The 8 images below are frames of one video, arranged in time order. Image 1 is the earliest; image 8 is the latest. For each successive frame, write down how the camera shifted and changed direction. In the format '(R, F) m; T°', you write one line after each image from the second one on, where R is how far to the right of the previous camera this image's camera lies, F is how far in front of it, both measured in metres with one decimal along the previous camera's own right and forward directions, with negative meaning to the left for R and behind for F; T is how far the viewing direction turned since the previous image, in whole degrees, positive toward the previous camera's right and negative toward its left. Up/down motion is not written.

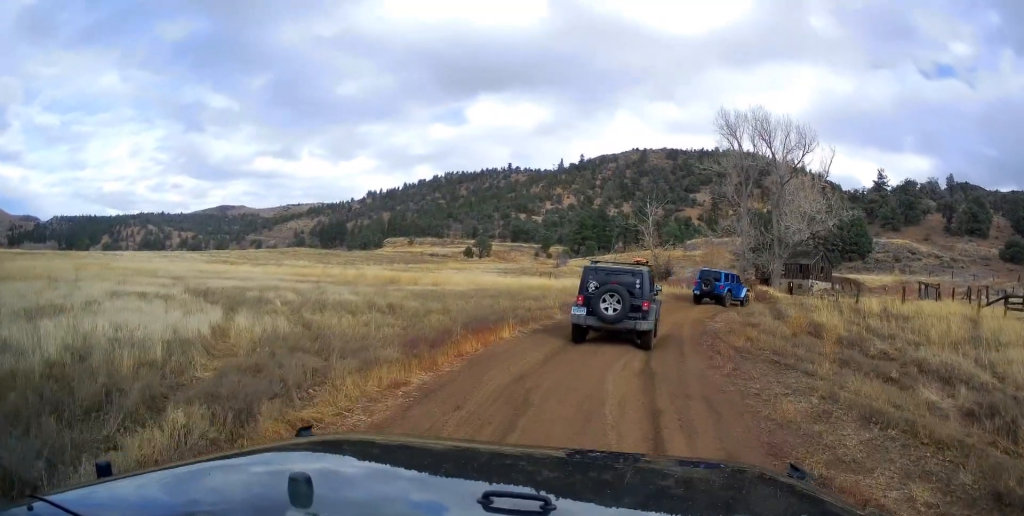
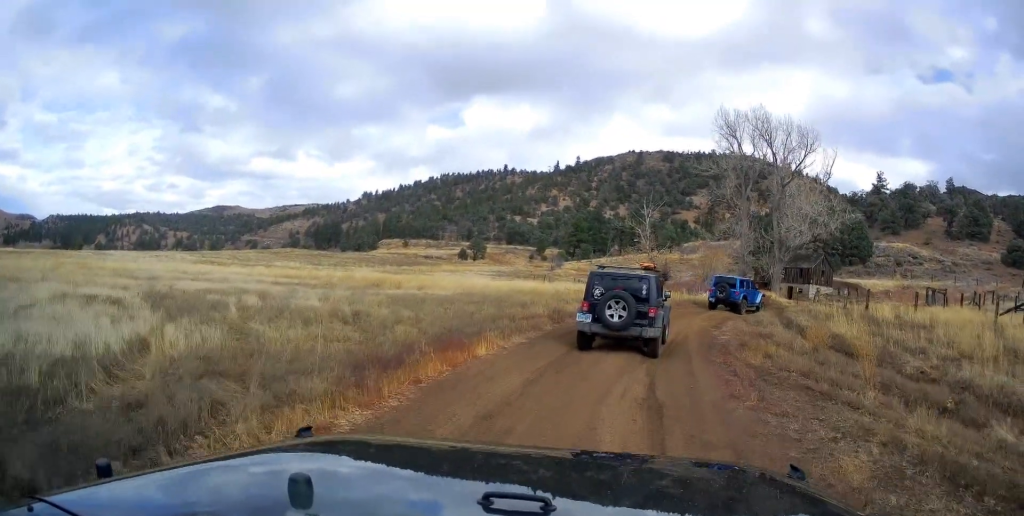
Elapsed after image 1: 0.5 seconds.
(+0.2, +2.3) m; 0°
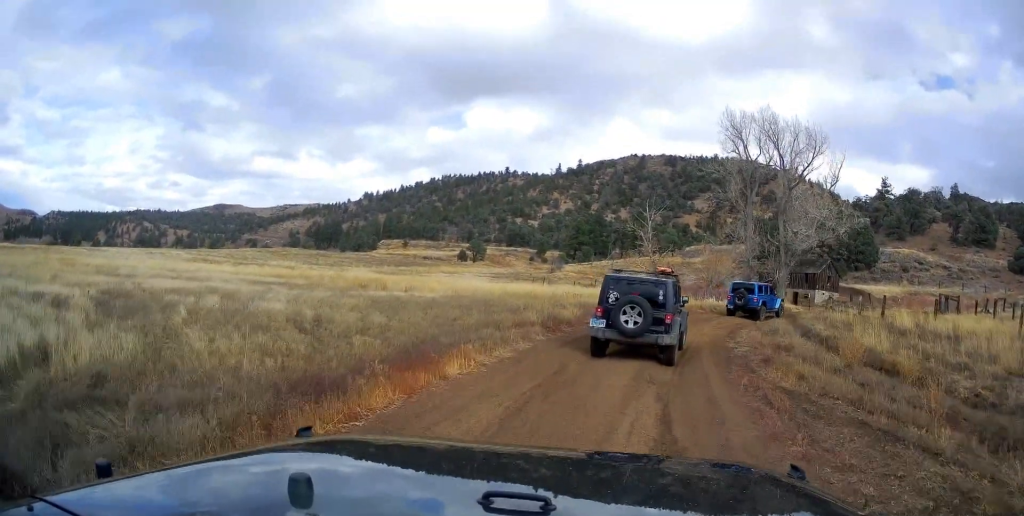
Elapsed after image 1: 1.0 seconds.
(+0.2, +2.1) m; 0°
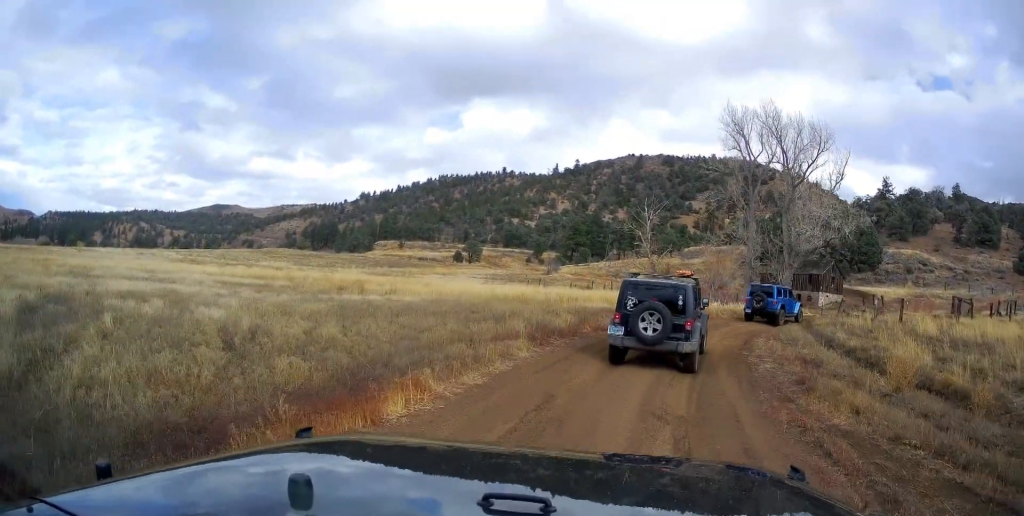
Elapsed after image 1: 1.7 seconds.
(-0.3, +2.6) m; -4°
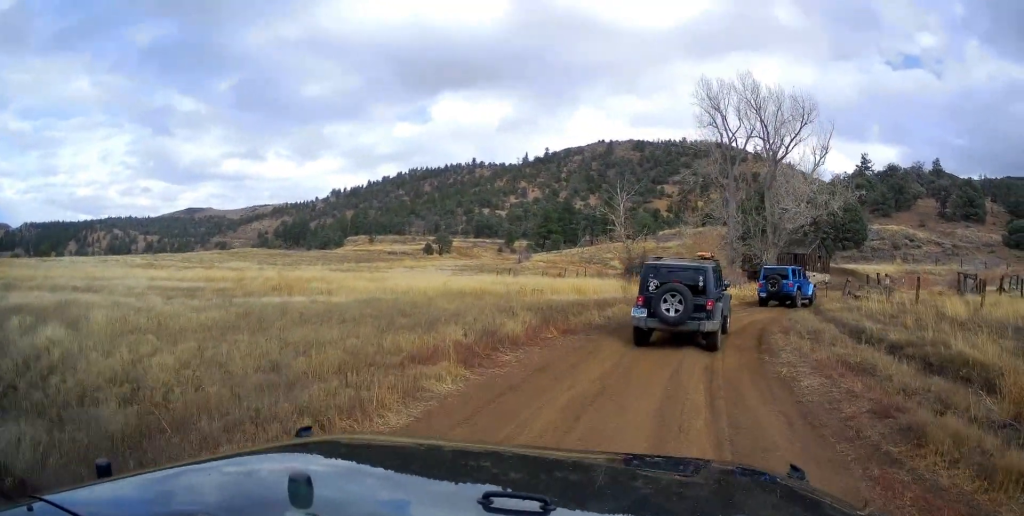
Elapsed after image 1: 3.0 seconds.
(-0.1, +4.9) m; +9°
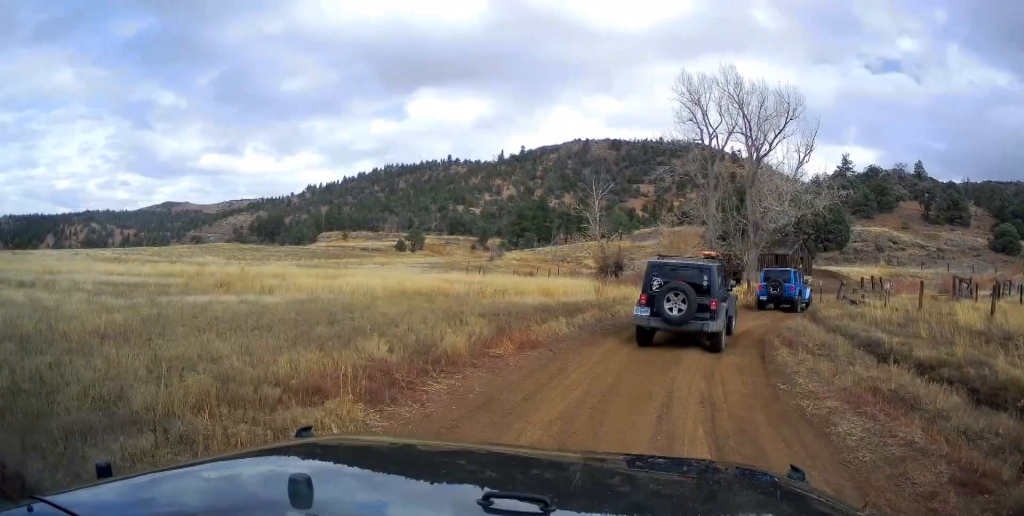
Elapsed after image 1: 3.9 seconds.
(+0.5, +2.7) m; 0°
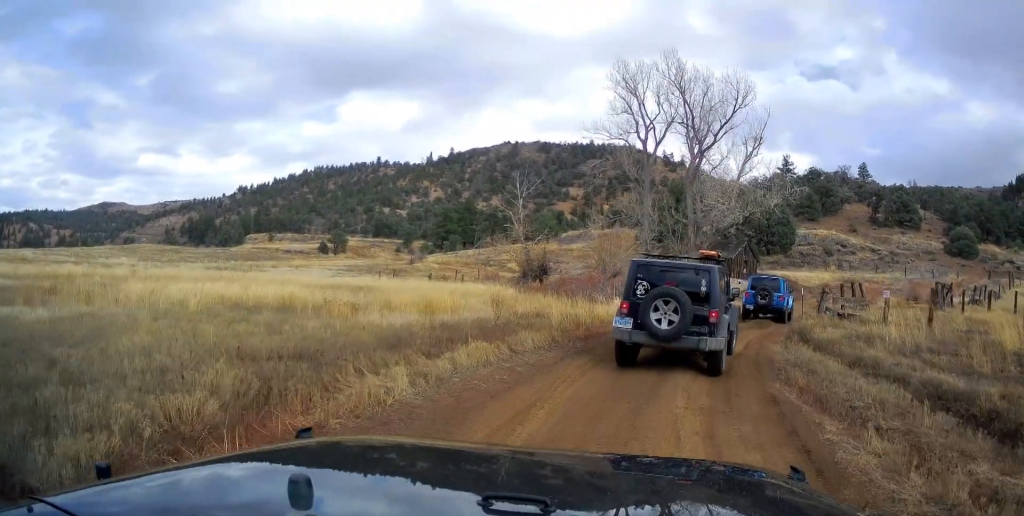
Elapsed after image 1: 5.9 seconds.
(-0.4, +6.2) m; +14°
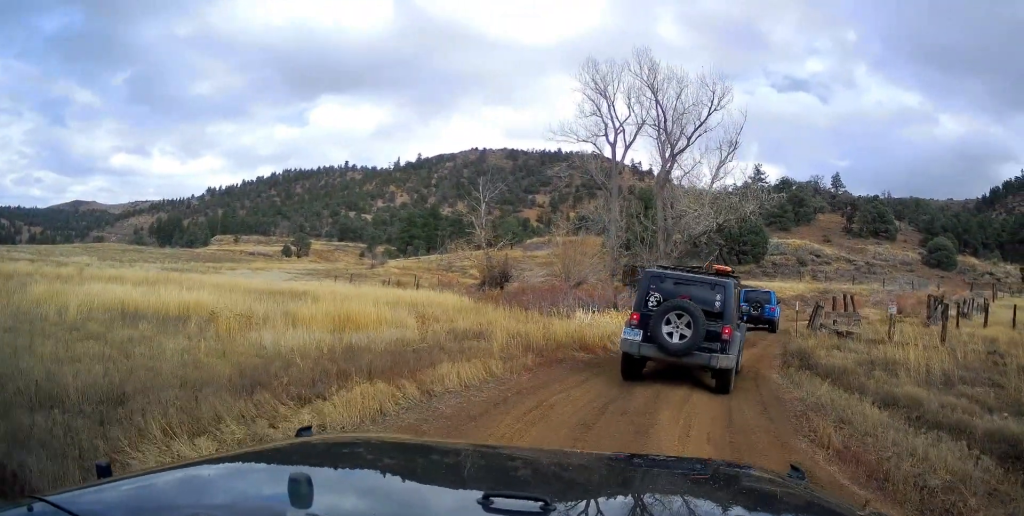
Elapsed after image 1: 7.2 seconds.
(+0.5, +3.3) m; +1°
